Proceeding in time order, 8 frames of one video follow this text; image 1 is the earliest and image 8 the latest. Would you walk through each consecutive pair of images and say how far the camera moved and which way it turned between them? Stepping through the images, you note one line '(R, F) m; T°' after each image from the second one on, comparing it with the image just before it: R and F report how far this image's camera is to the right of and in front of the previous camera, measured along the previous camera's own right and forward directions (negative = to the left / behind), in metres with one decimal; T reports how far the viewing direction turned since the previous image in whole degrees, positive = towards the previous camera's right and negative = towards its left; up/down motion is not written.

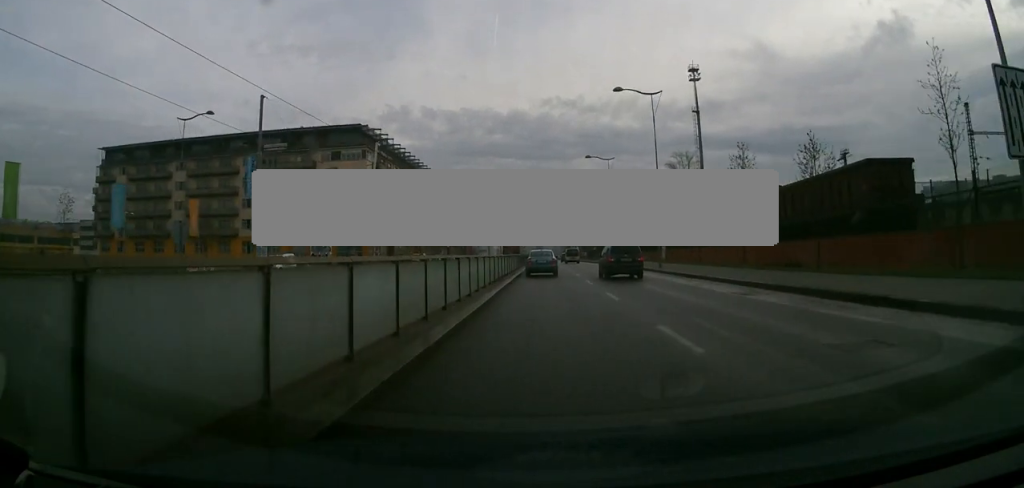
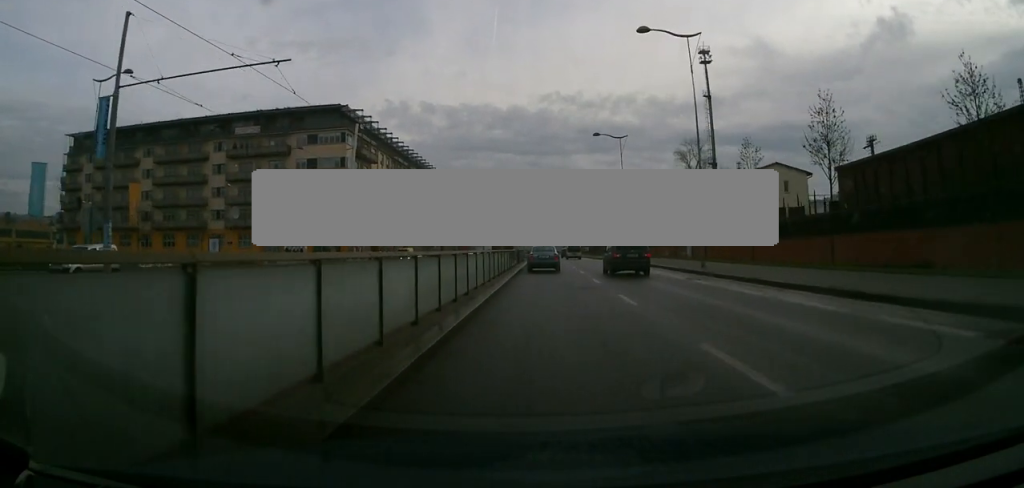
(+0.1, +11.2) m; 0°
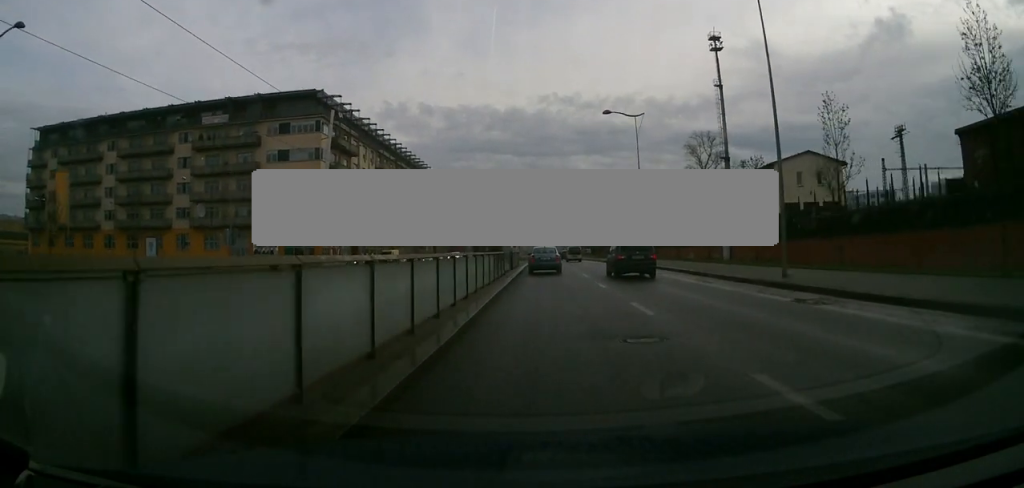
(0.0, +10.6) m; -1°
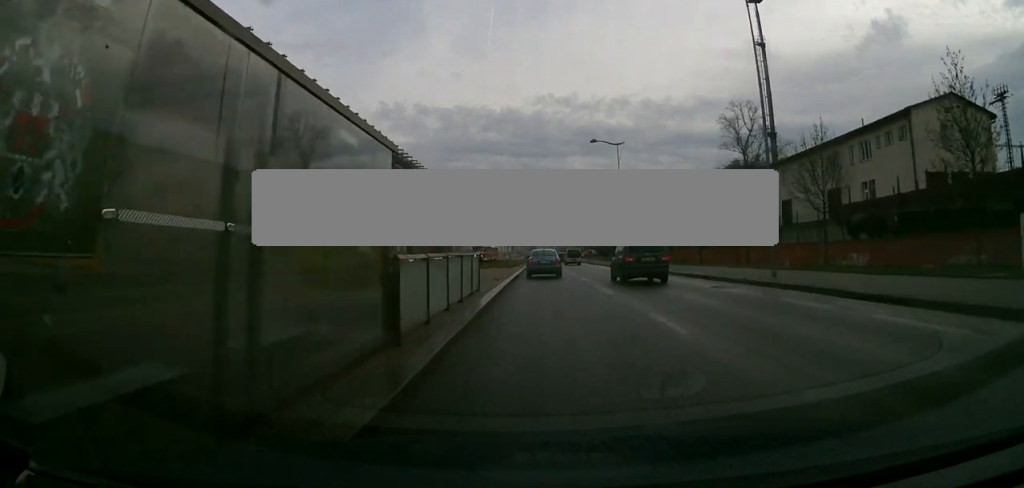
(0.0, +29.3) m; +1°
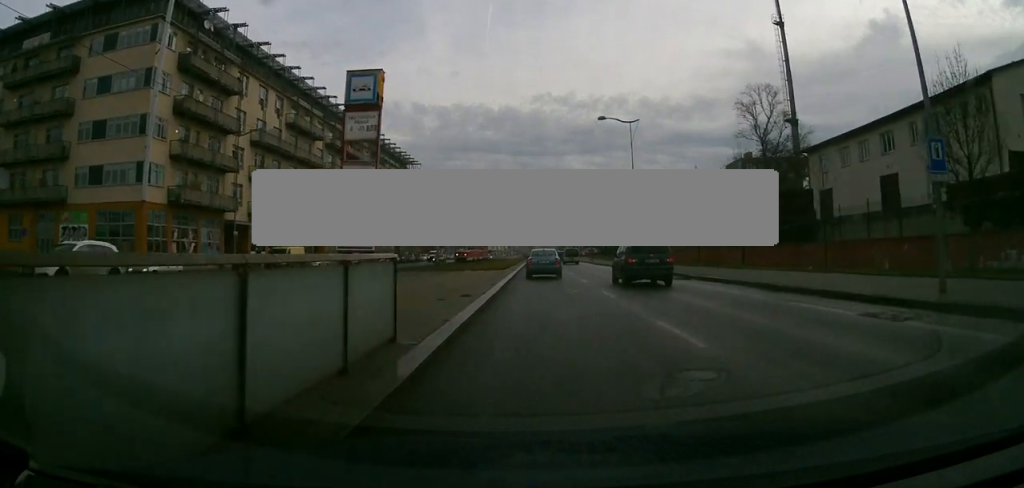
(-0.1, +10.5) m; -1°
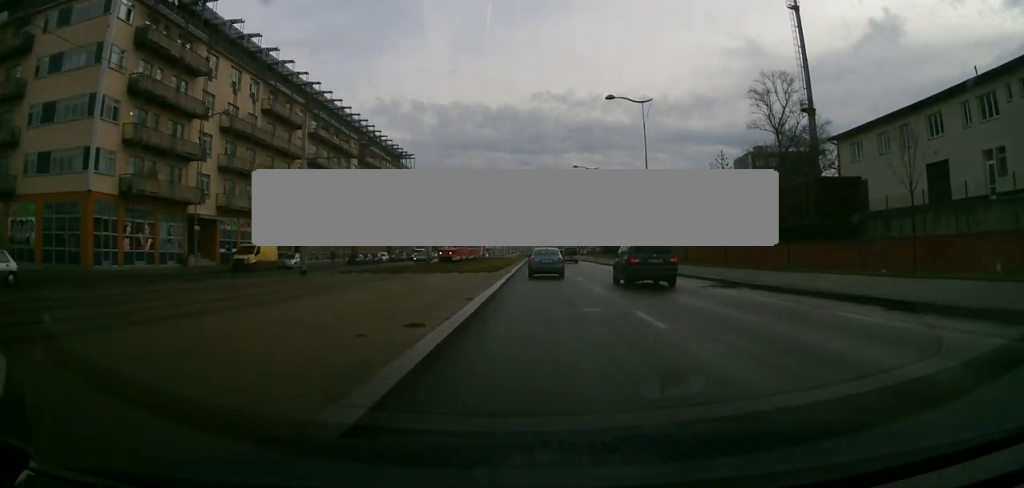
(0.0, +6.4) m; 0°
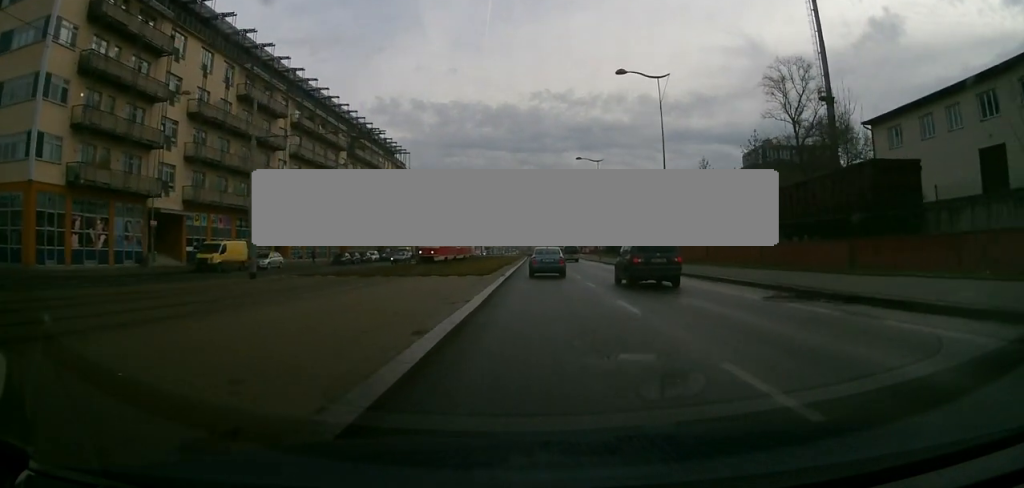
(0.0, +6.4) m; 0°
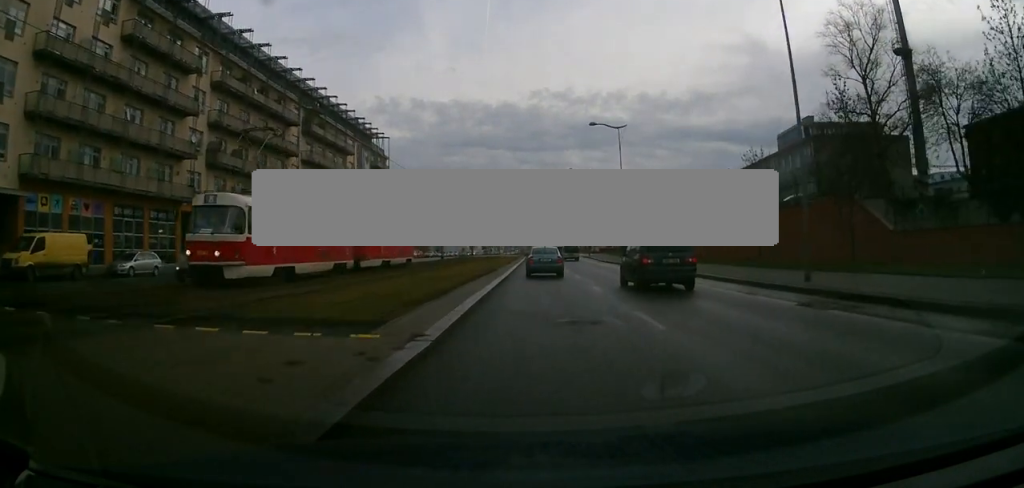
(+0.3, +20.7) m; +1°
